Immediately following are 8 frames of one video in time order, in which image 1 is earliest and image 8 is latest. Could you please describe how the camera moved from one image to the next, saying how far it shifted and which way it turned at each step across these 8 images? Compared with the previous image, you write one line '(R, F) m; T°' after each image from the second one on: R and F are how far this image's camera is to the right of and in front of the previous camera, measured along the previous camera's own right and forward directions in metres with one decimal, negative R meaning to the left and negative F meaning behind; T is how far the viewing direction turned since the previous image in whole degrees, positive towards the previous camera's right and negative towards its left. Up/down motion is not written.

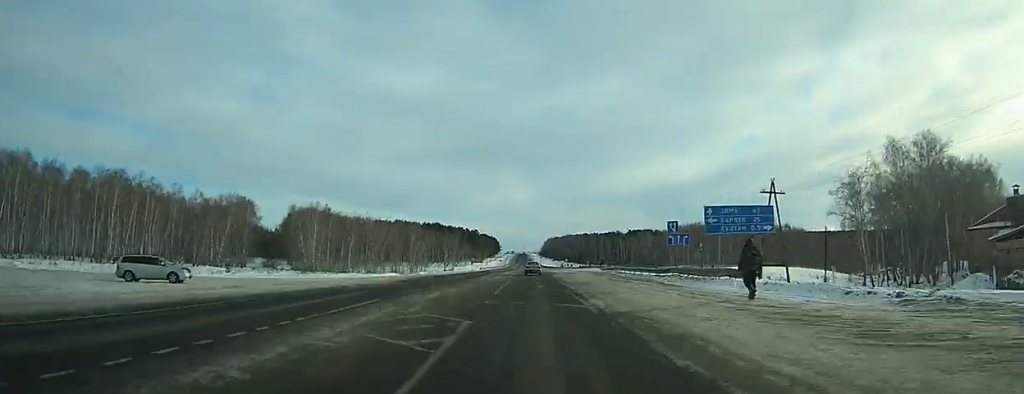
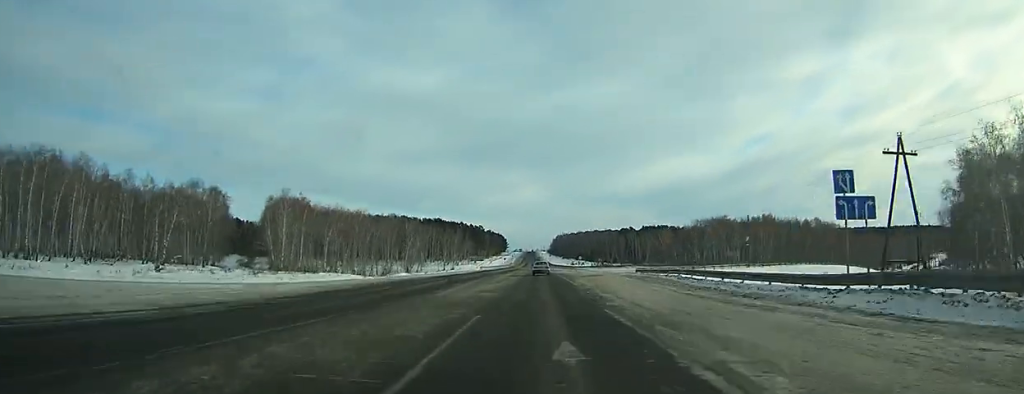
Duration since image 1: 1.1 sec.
(0.0, +20.1) m; 0°
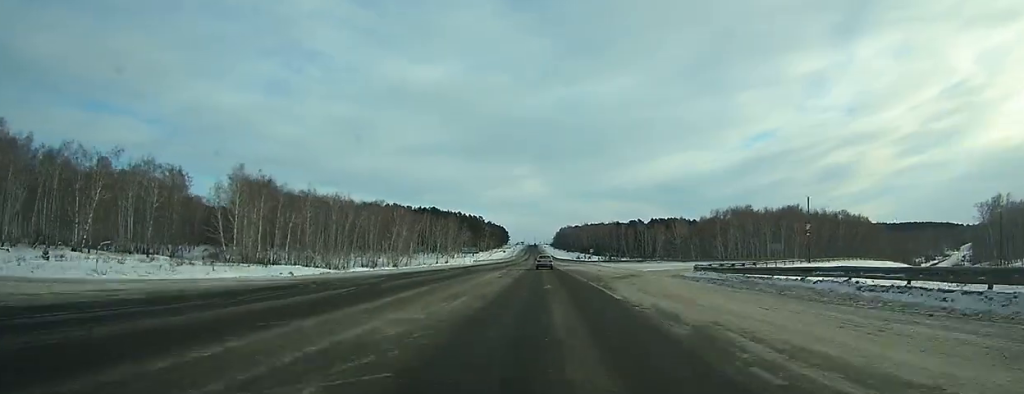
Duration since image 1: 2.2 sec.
(-0.1, +20.8) m; 0°
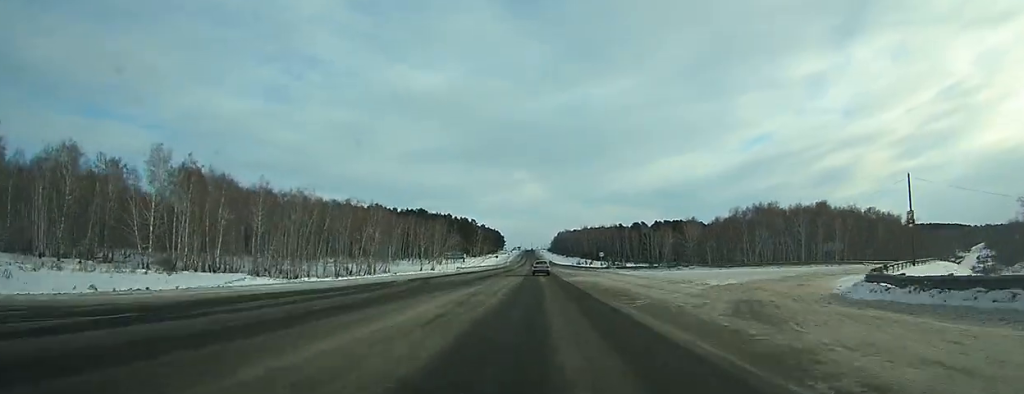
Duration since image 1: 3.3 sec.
(0.0, +22.6) m; 0°
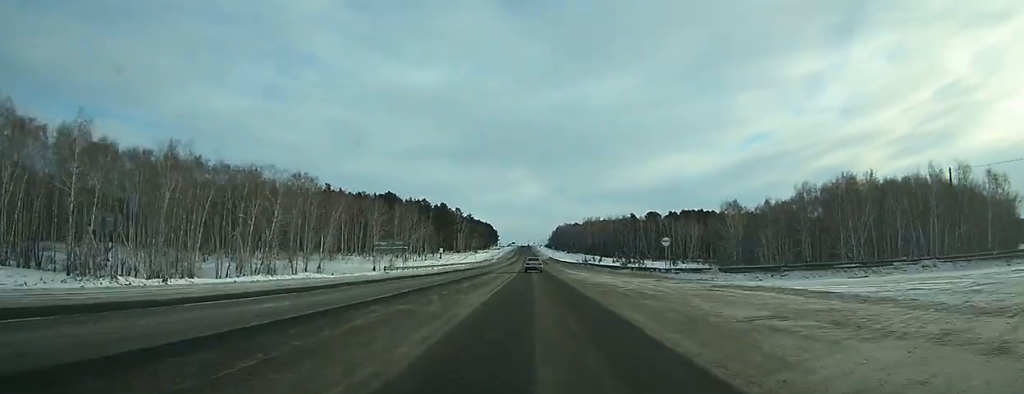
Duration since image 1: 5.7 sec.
(-0.3, +52.0) m; 0°
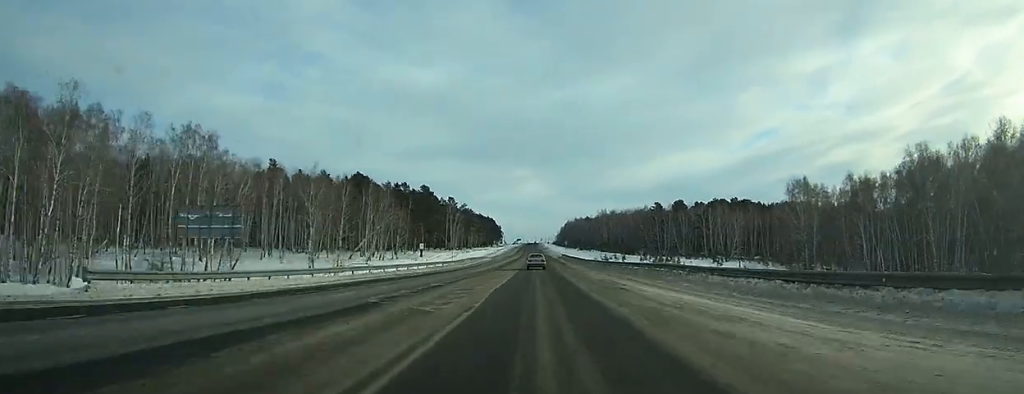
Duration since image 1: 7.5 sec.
(-0.1, +41.1) m; 0°
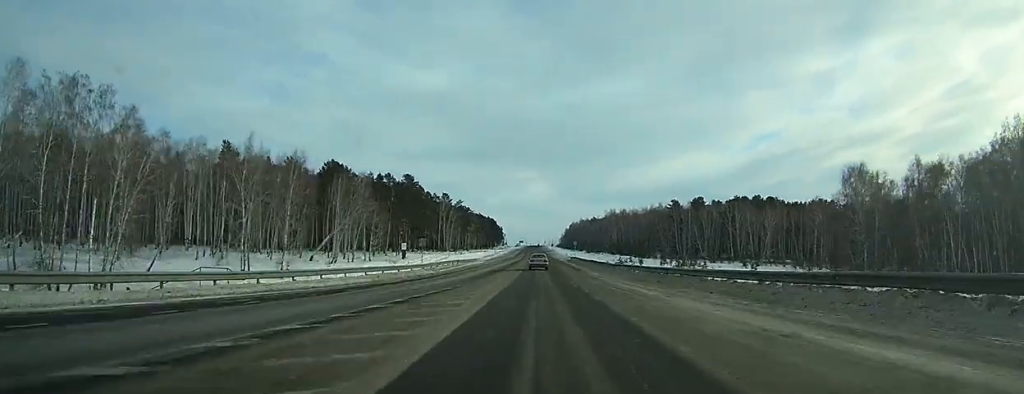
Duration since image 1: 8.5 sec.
(+0.1, +21.0) m; 0°
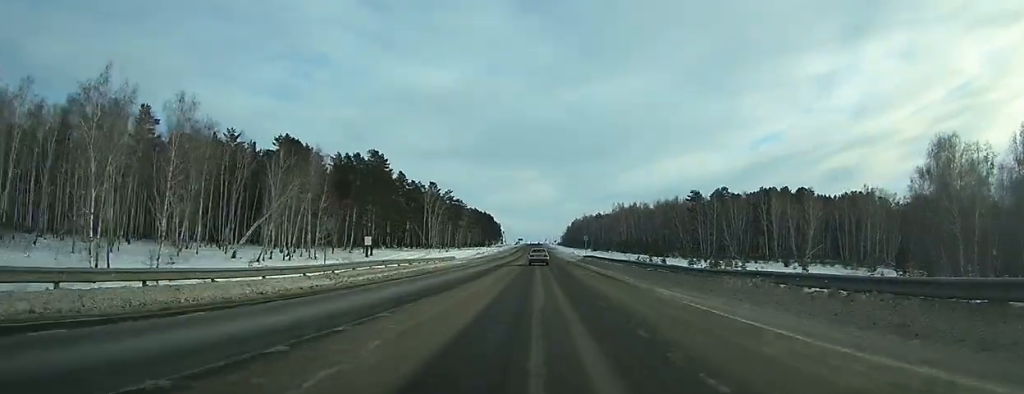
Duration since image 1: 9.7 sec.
(0.0, +23.5) m; 0°
